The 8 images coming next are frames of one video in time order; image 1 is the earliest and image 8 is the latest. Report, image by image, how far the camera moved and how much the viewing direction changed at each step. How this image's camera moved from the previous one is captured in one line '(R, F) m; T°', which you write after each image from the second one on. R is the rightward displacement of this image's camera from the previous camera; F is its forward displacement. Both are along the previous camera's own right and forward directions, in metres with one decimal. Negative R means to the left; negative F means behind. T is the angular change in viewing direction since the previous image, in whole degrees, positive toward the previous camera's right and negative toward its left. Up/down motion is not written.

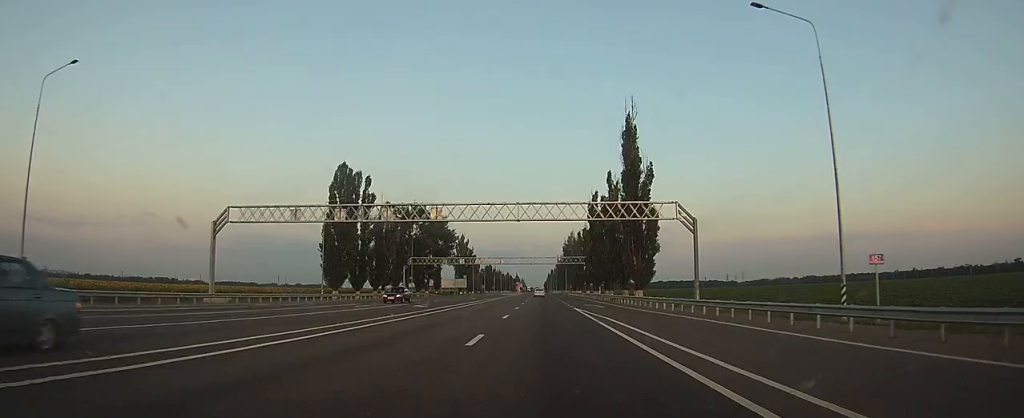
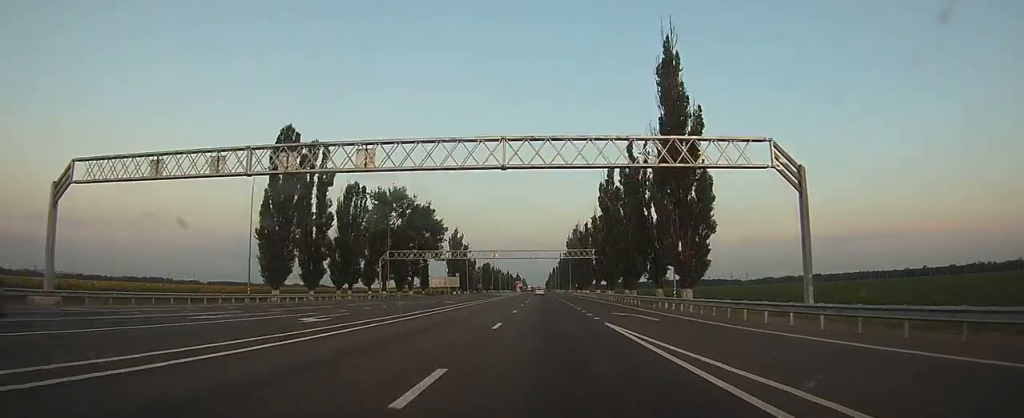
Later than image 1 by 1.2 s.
(0.0, +18.4) m; 0°
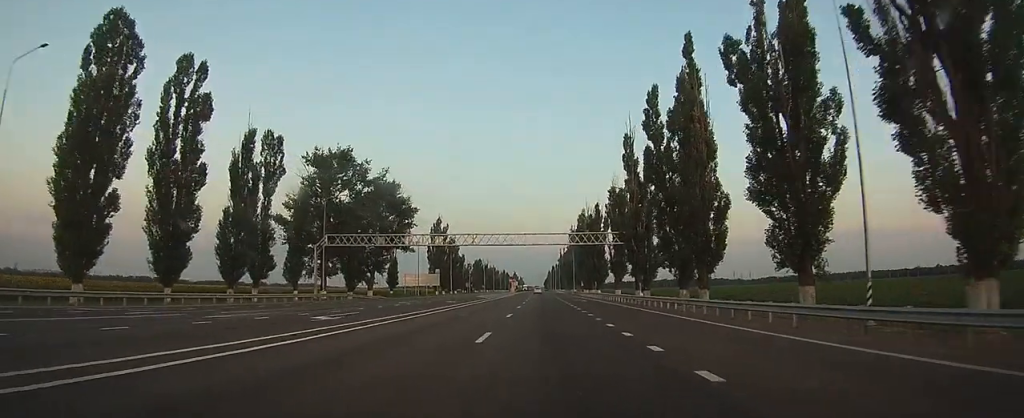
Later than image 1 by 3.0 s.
(-0.3, +28.2) m; 0°
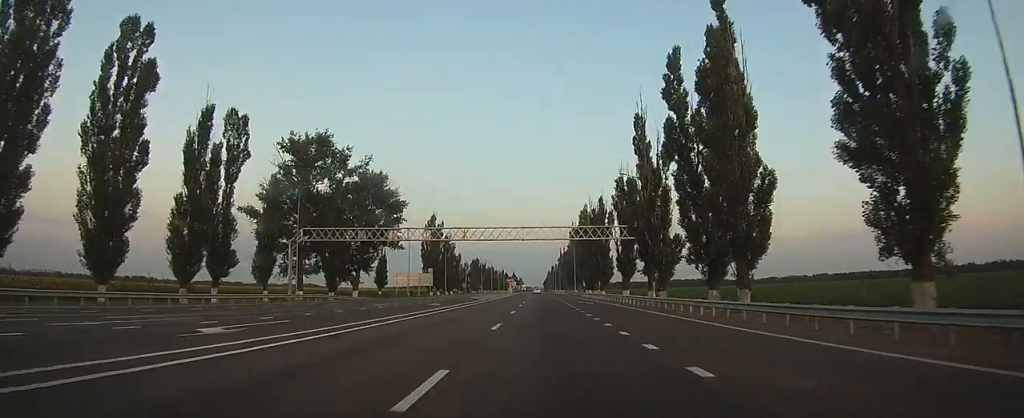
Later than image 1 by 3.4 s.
(0.0, +7.3) m; 0°
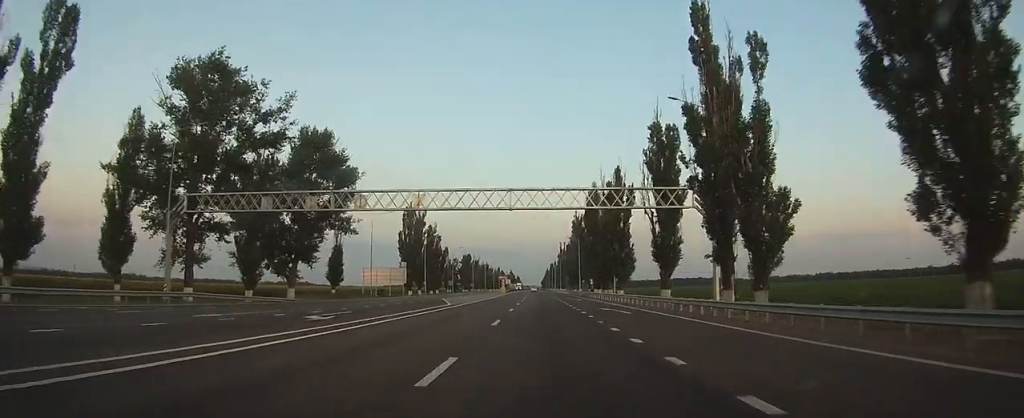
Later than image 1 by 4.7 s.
(+0.2, +22.1) m; +1°
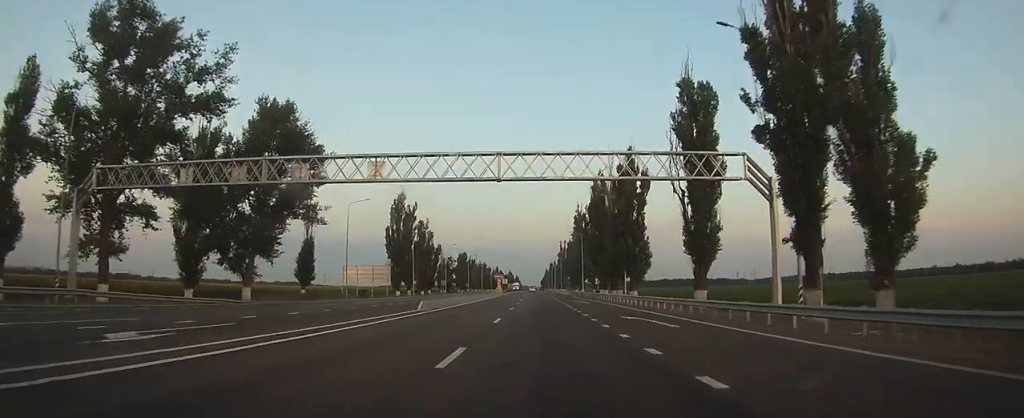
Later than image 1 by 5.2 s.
(0.0, +10.2) m; 0°
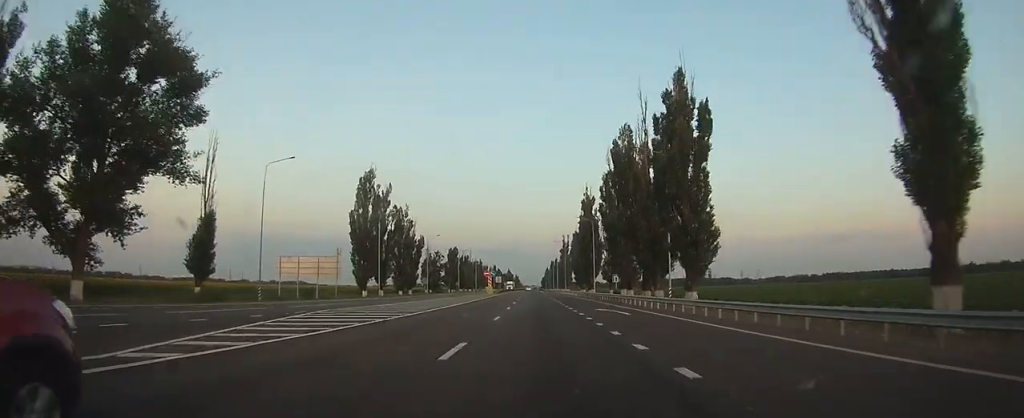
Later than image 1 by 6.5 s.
(0.0, +22.7) m; 0°
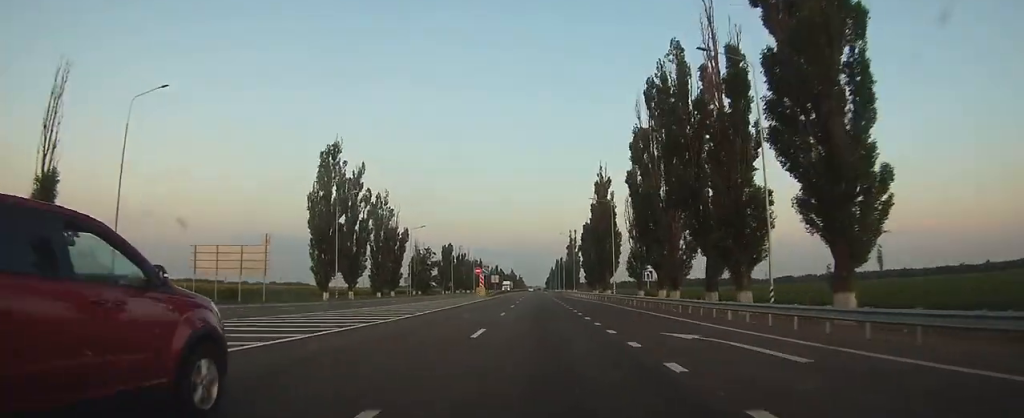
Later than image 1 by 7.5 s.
(0.0, +19.0) m; 0°
